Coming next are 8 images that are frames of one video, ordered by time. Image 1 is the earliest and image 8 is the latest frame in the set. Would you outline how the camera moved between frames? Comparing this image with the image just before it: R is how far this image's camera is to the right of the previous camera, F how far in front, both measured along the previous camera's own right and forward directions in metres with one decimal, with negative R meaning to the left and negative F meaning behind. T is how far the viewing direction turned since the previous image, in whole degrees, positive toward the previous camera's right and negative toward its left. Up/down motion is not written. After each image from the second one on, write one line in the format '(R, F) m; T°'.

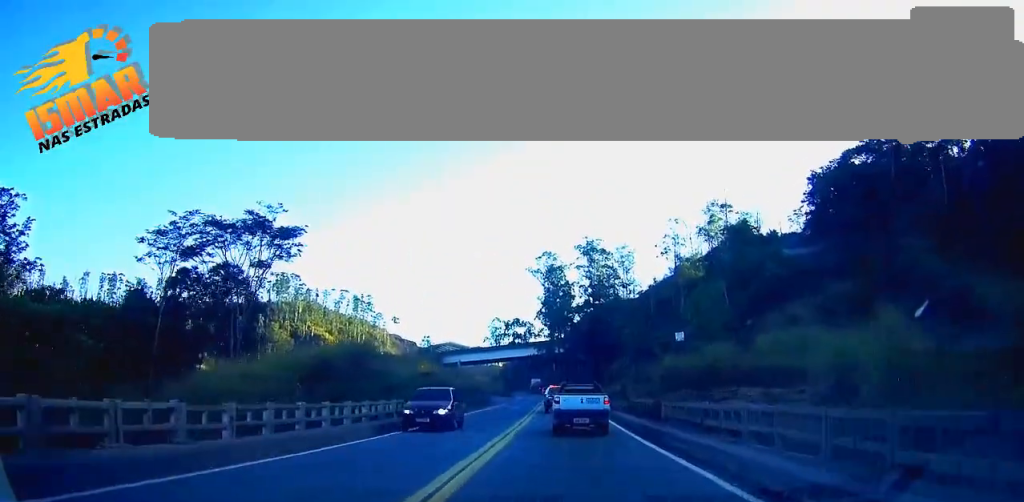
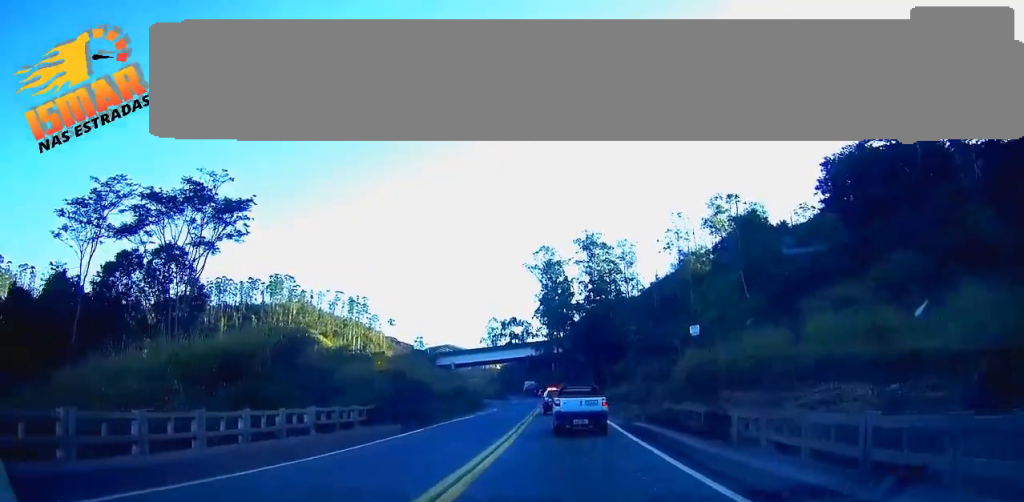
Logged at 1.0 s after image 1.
(0.0, +9.4) m; 0°
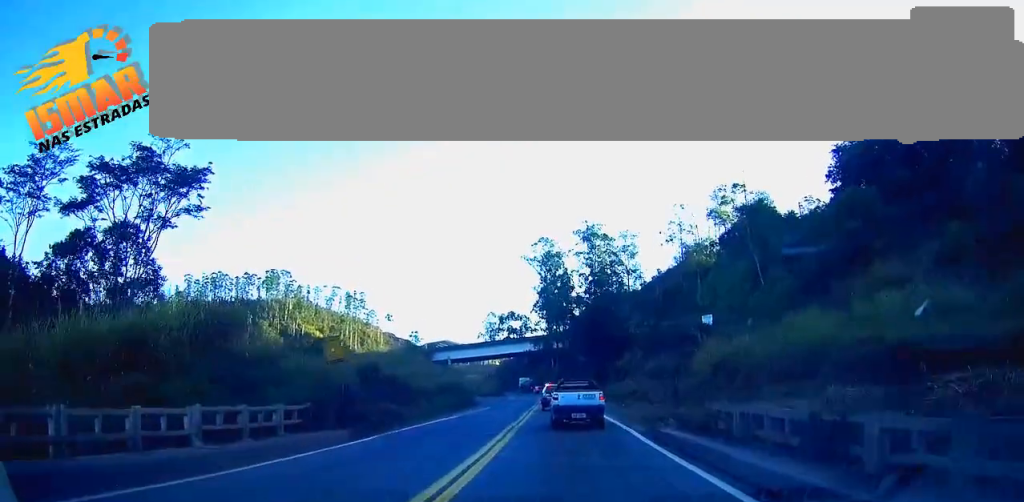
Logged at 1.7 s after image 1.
(0.0, +6.1) m; +1°
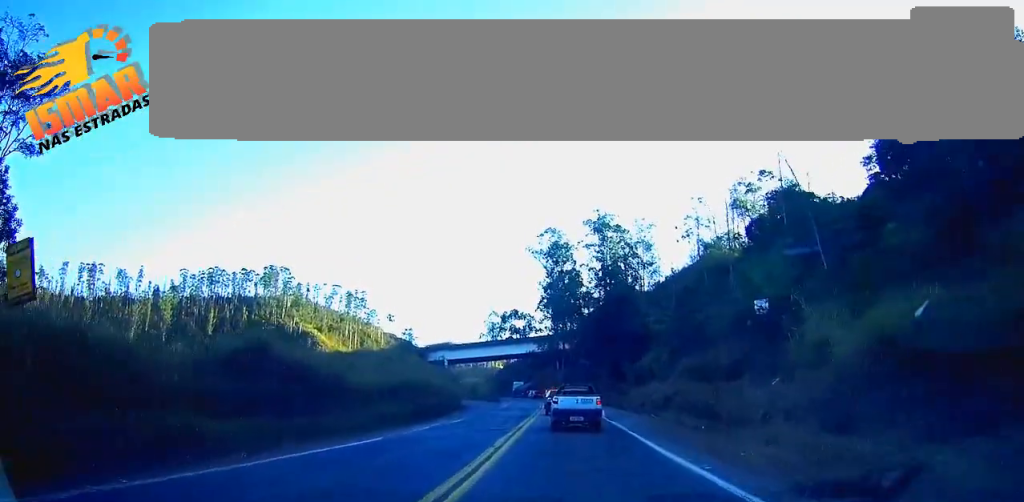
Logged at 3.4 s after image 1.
(+0.2, +16.0) m; +1°
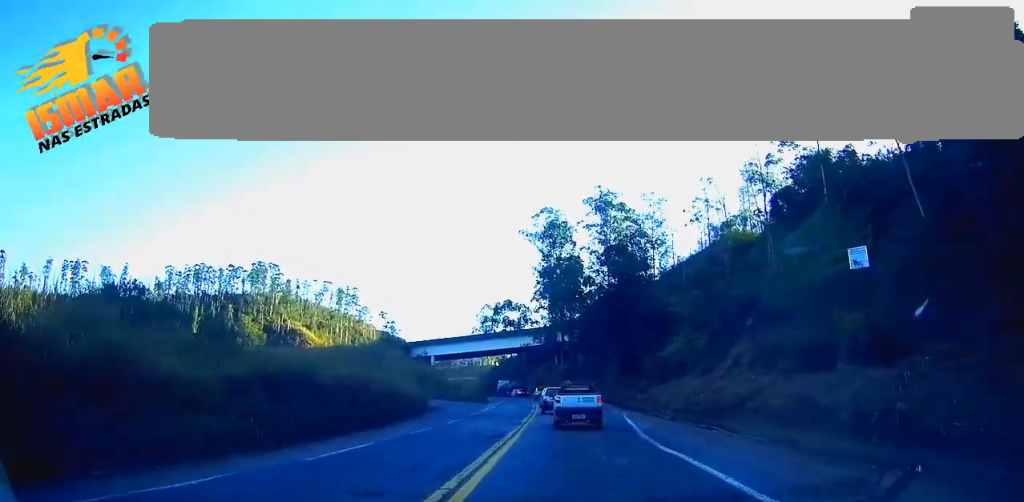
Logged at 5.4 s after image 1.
(0.0, +17.6) m; -2°
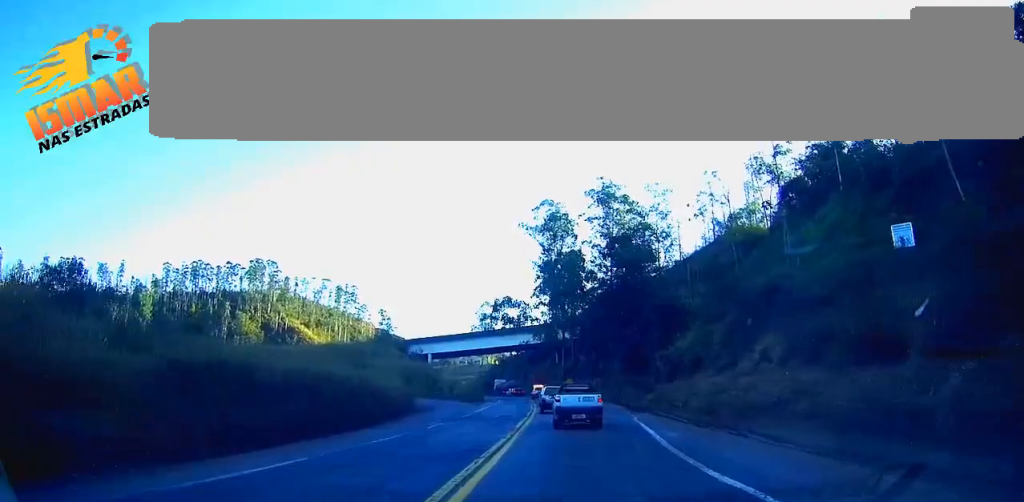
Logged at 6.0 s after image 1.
(0.0, +4.8) m; +1°
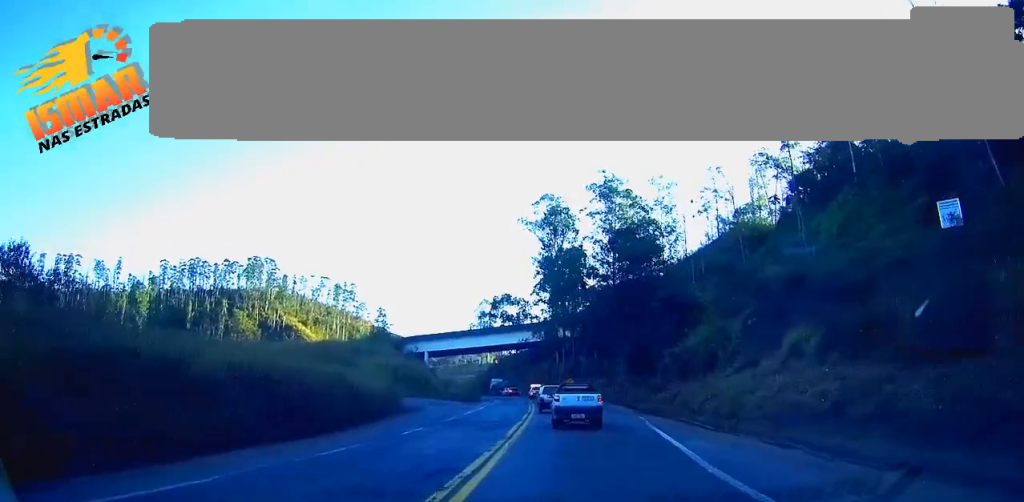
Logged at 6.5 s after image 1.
(-0.1, +4.2) m; +2°
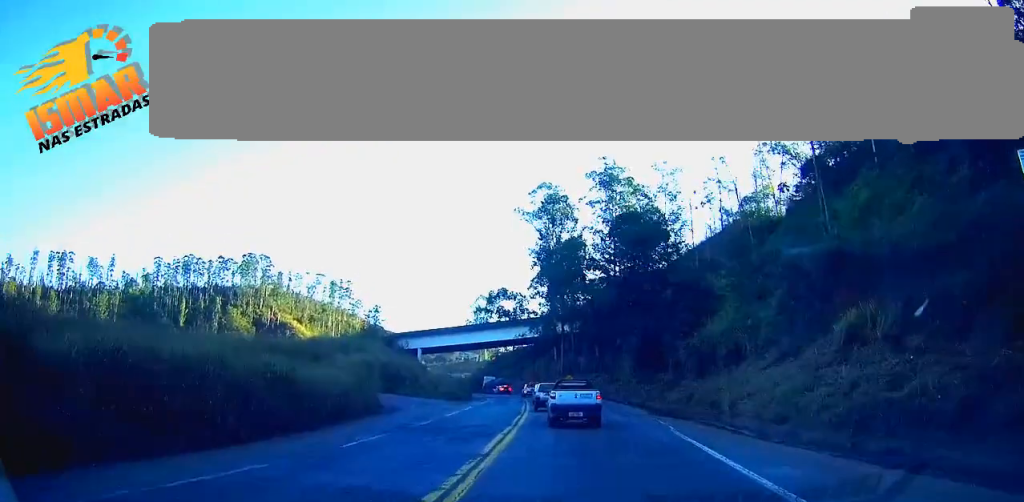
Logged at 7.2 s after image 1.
(+0.3, +6.1) m; +1°
